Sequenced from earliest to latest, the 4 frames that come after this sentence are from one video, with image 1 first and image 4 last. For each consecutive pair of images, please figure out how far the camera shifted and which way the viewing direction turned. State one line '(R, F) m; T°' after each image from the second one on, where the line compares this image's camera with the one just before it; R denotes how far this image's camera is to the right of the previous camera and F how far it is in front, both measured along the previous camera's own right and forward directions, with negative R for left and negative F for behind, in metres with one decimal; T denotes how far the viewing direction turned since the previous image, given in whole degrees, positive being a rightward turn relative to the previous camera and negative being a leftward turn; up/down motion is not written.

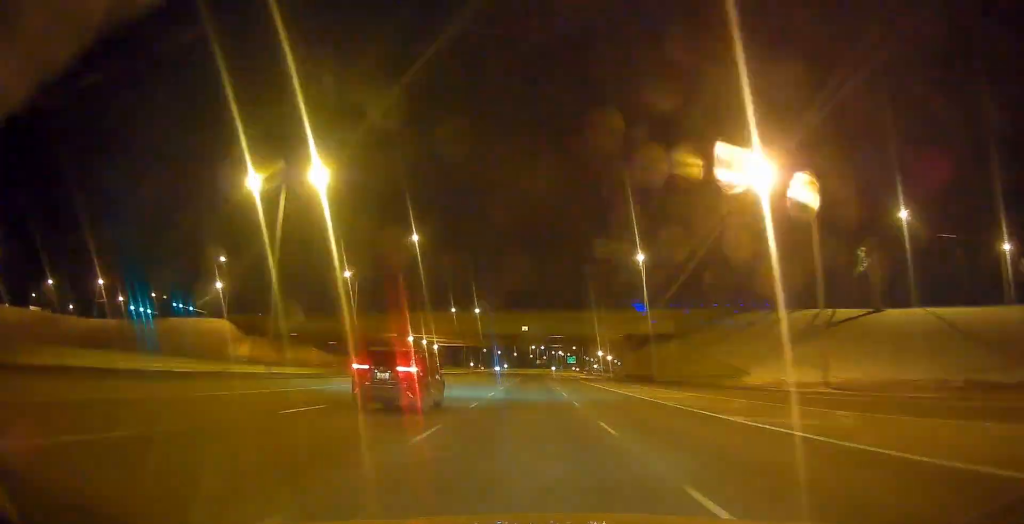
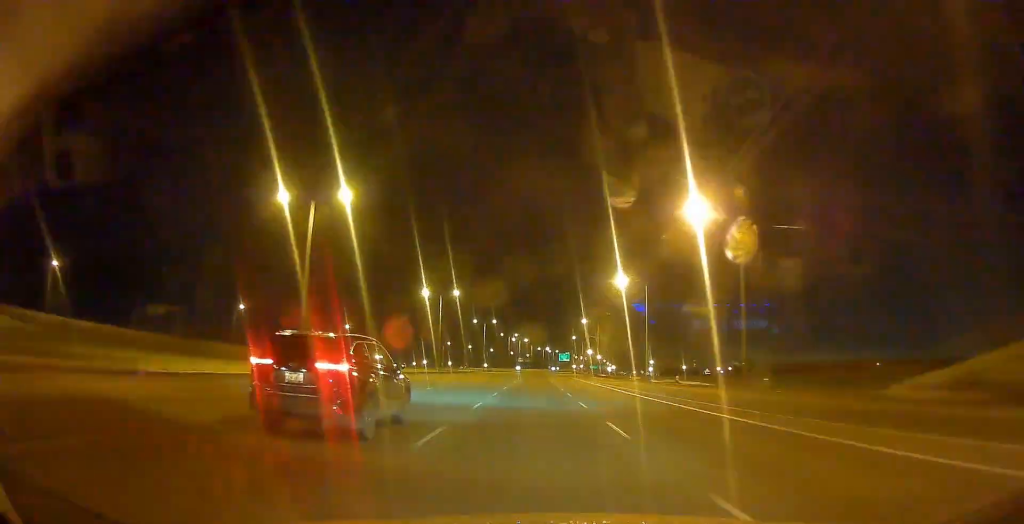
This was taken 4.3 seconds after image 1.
(+3.8, +124.2) m; +2°
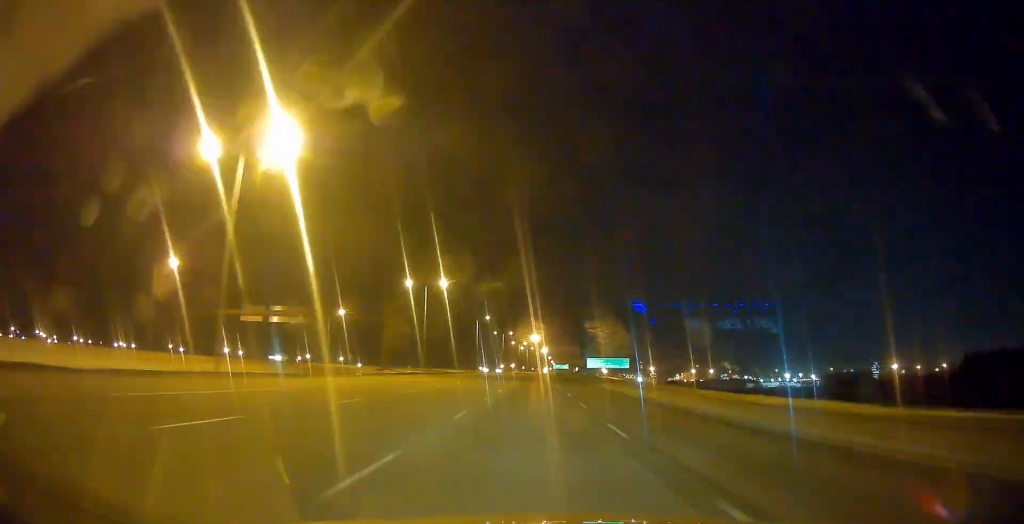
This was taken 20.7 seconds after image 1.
(+28.8, +477.2) m; +7°
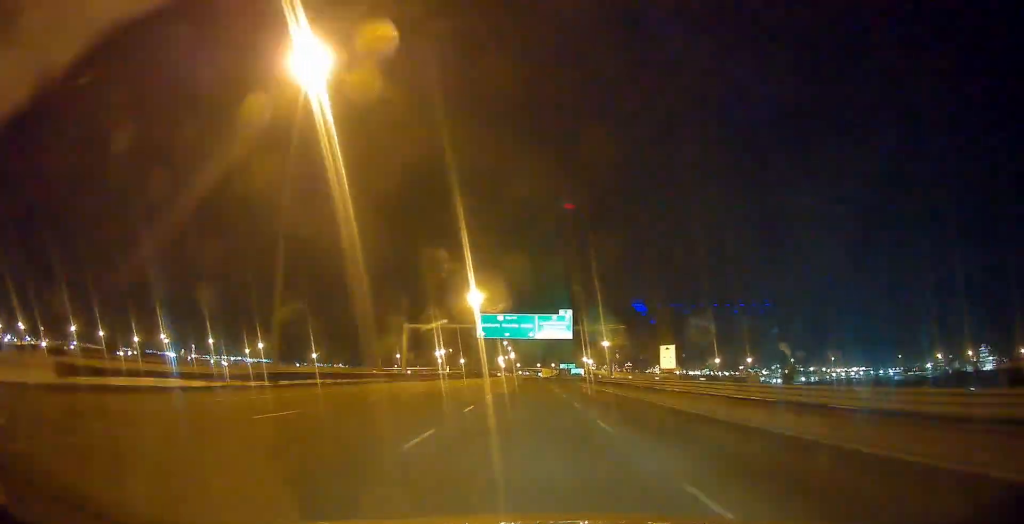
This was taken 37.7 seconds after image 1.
(+16.3, +484.0) m; +2°
